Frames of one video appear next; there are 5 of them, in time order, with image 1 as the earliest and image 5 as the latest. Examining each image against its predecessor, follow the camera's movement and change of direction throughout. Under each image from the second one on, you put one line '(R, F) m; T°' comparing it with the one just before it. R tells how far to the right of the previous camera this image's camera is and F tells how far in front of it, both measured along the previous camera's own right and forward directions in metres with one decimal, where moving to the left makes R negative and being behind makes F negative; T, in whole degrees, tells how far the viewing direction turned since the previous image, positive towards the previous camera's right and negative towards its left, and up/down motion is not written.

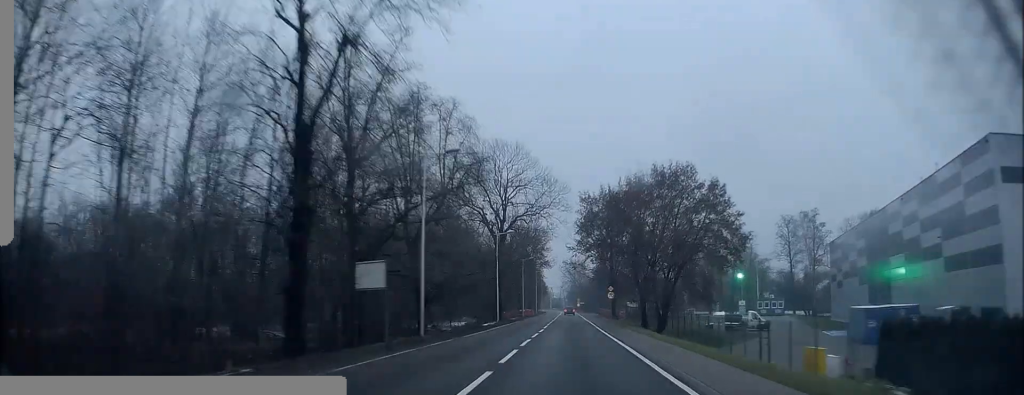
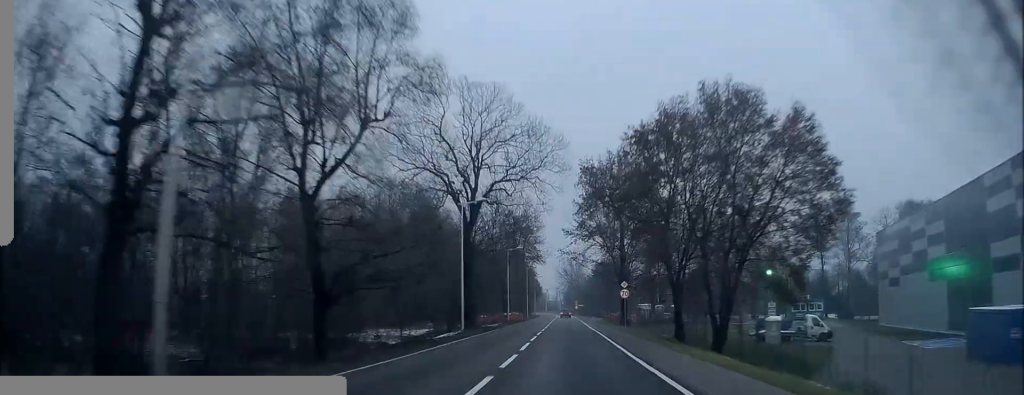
(0.0, +17.8) m; 0°
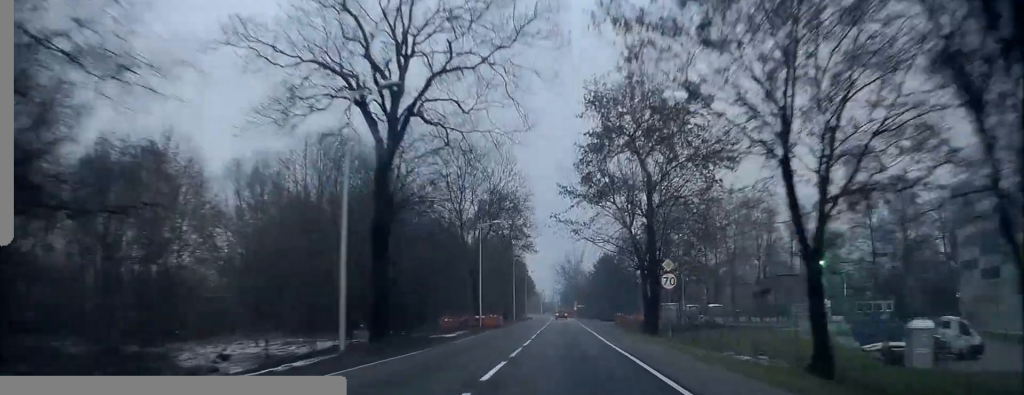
(+0.1, +20.8) m; +1°
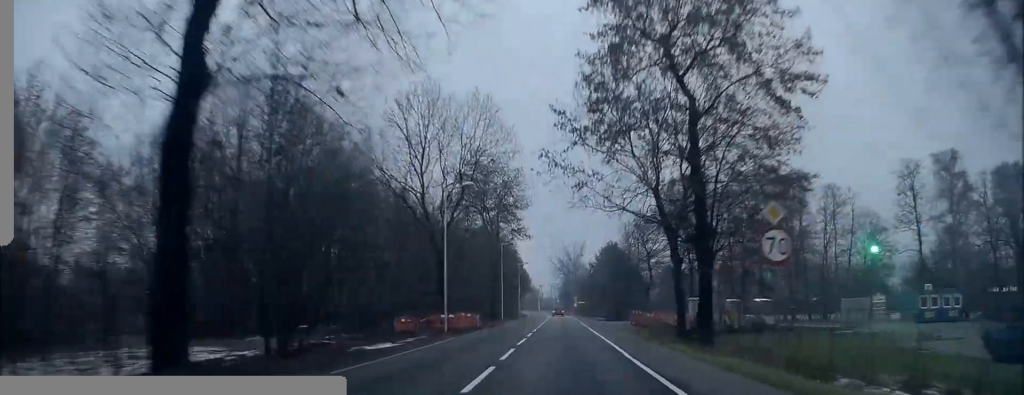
(+0.1, +13.6) m; 0°
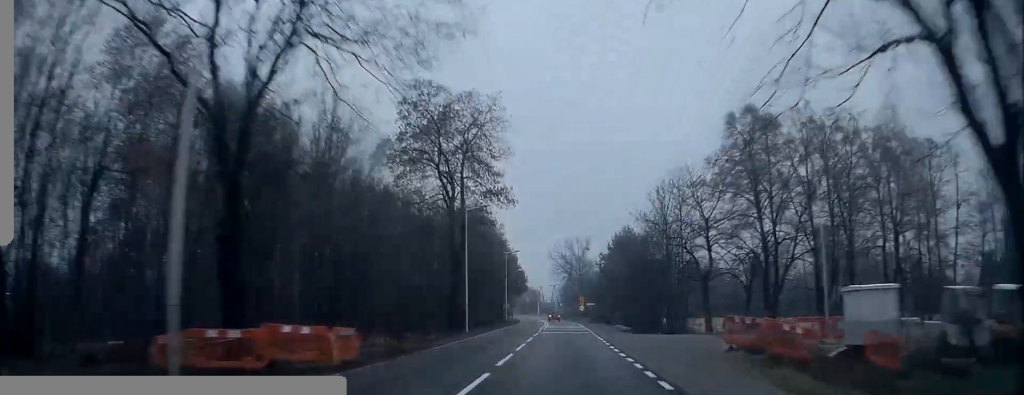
(-0.3, +24.7) m; 0°
